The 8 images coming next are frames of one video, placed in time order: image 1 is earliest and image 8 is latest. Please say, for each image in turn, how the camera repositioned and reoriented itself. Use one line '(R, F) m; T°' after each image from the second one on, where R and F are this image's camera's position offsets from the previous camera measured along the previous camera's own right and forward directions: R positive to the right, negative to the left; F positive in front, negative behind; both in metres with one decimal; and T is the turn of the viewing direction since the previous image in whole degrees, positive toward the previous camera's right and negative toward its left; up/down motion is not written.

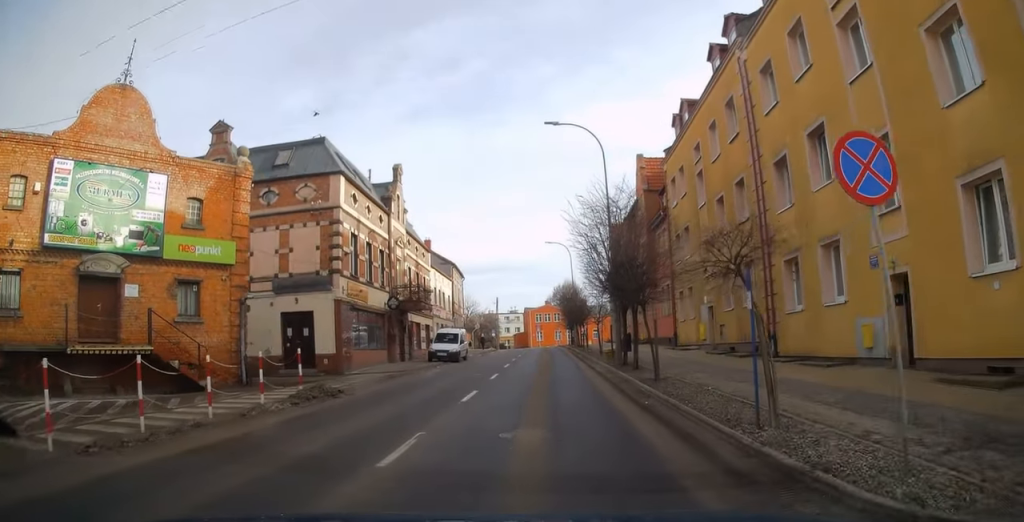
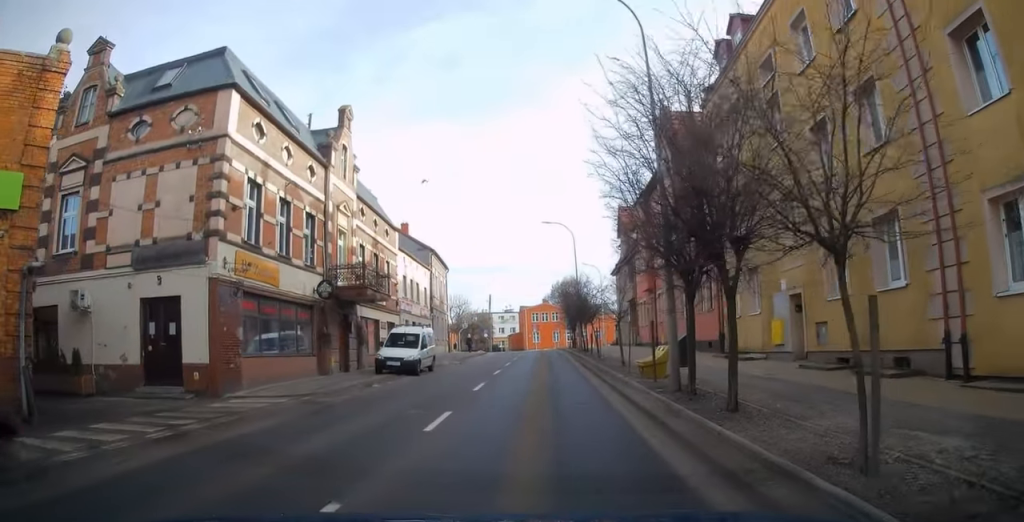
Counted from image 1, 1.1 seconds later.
(+0.4, +9.2) m; -3°
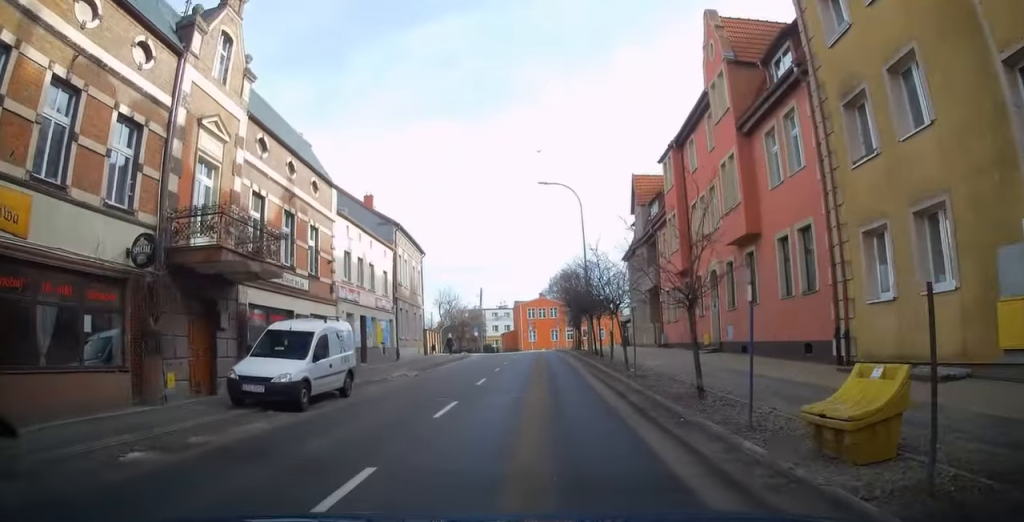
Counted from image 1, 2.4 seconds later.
(-0.9, +10.3) m; -2°
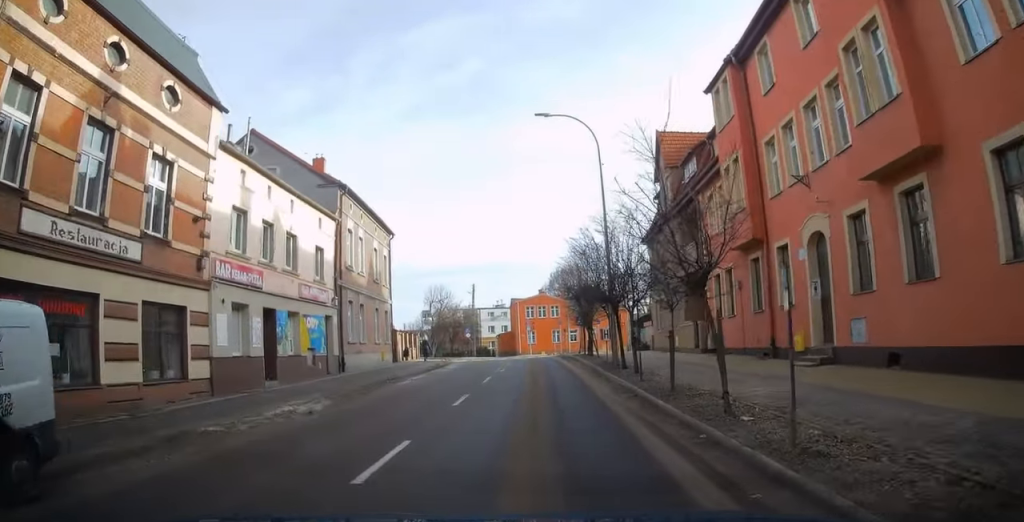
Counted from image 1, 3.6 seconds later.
(+0.4, +9.8) m; +4°
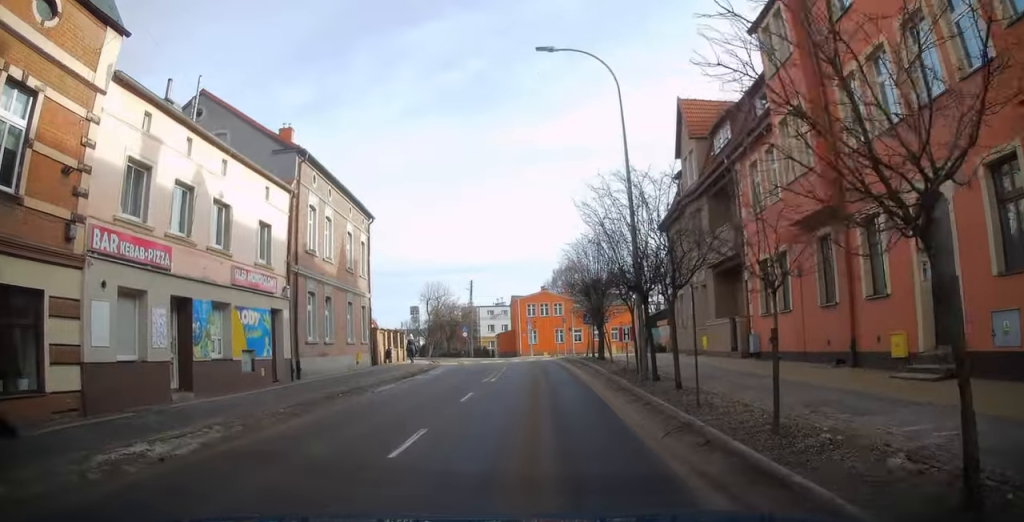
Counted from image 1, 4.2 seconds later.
(-0.1, +5.0) m; +2°
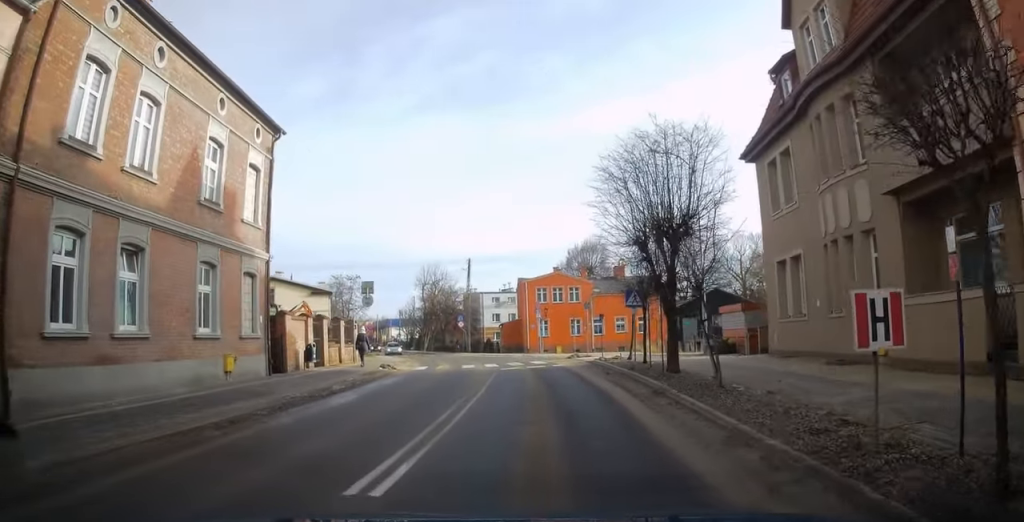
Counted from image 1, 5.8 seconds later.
(-0.5, +13.7) m; -5°
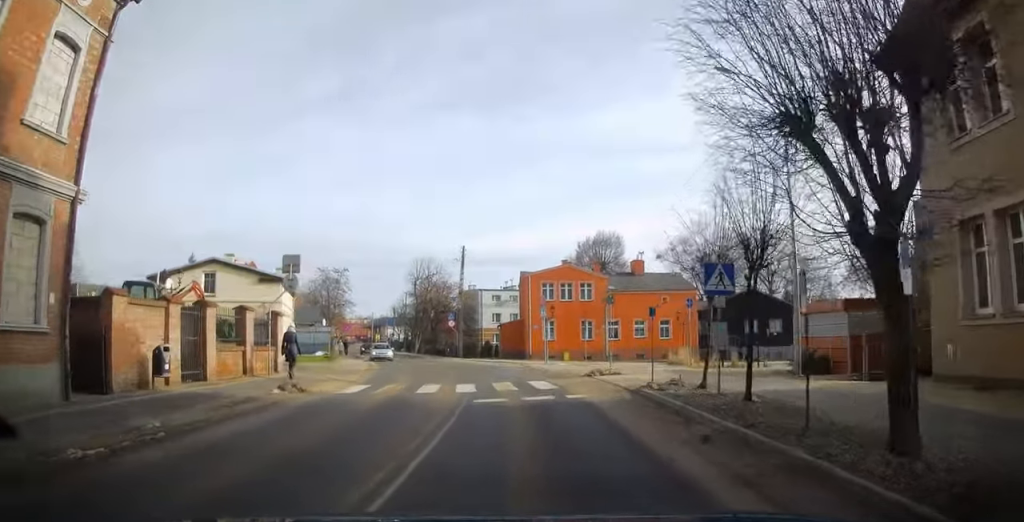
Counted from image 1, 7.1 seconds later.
(+0.1, +9.9) m; +2°
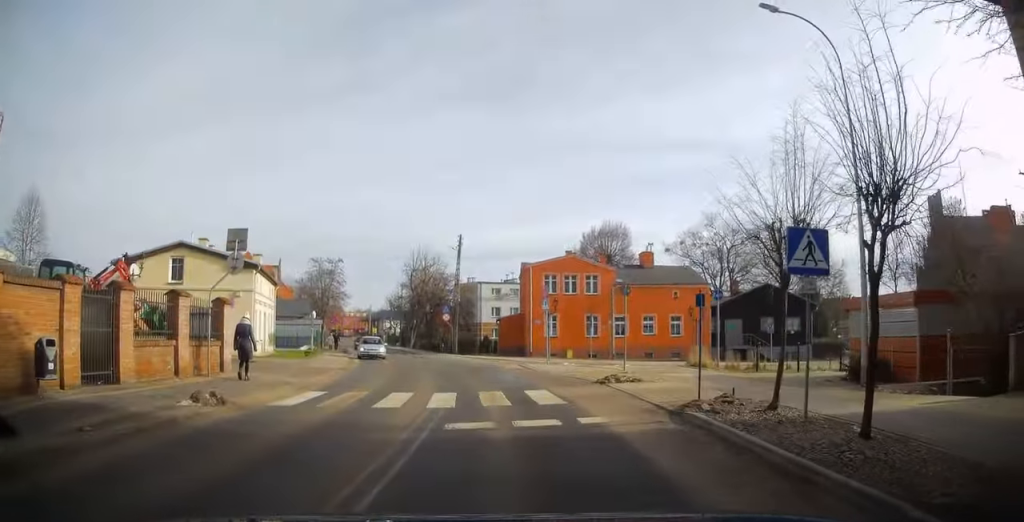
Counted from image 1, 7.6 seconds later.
(0.0, +3.8) m; 0°
